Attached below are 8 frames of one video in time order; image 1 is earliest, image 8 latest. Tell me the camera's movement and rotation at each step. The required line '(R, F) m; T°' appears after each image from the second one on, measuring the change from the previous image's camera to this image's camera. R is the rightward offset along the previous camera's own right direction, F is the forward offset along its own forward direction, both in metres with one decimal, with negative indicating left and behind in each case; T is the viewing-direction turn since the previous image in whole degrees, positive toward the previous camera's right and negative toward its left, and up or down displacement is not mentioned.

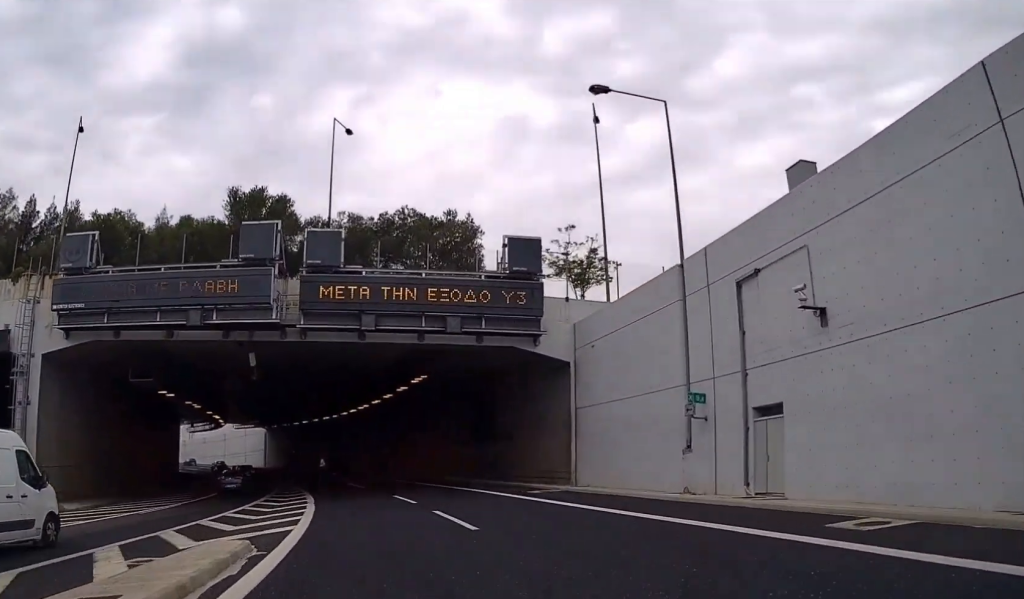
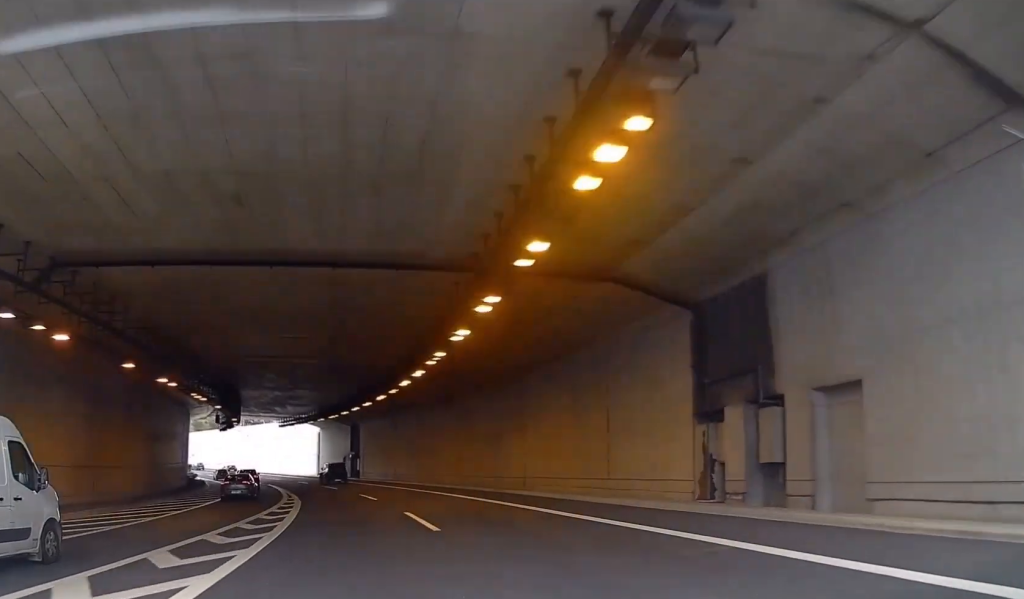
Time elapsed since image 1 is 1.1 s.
(-1.7, +27.1) m; -6°
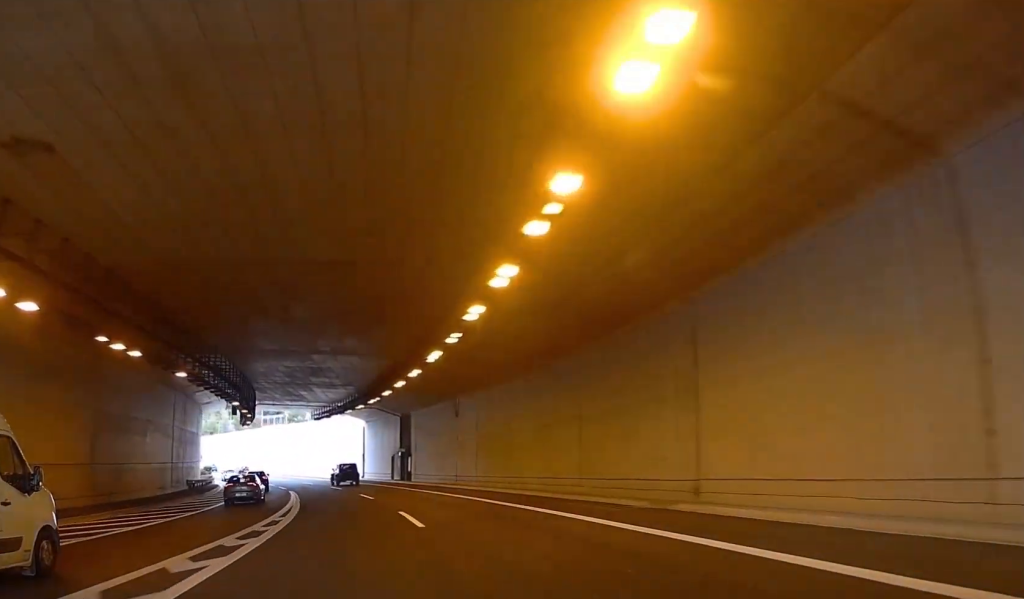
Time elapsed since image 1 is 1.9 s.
(-0.5, +17.5) m; -2°
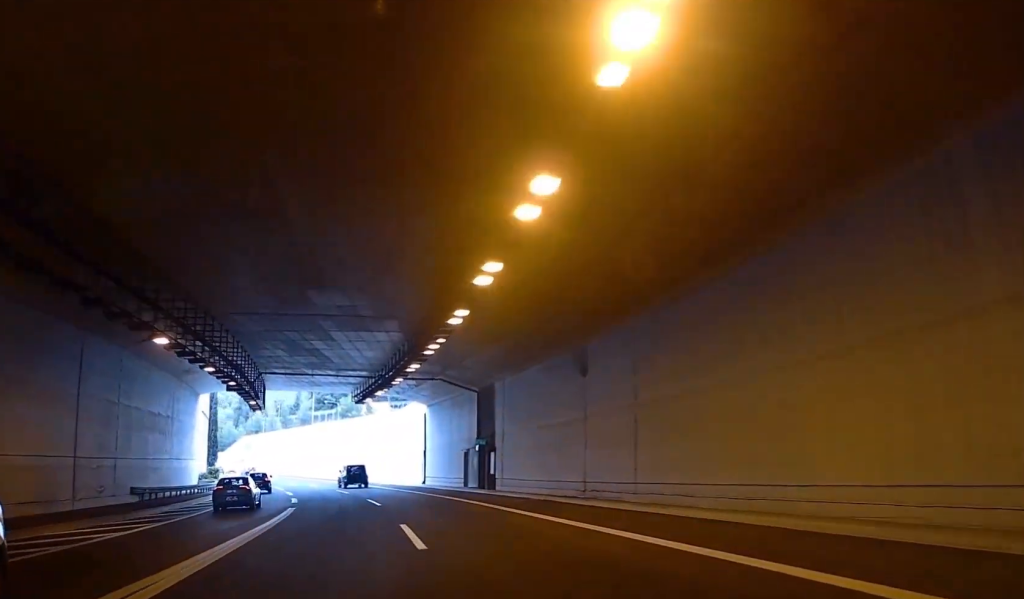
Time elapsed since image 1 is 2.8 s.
(-0.4, +22.4) m; 0°
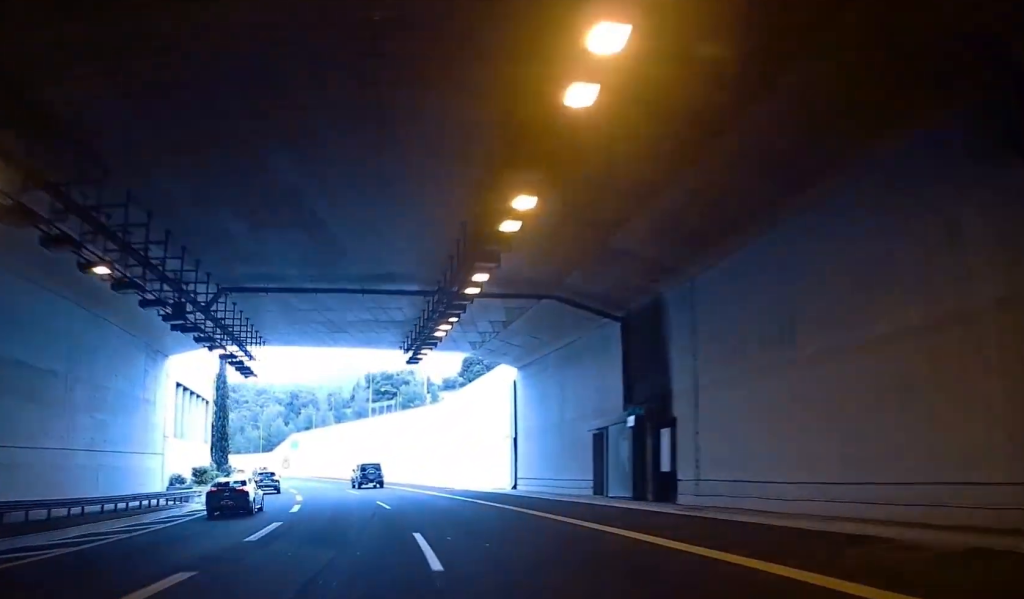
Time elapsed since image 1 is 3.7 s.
(+0.4, +20.8) m; 0°
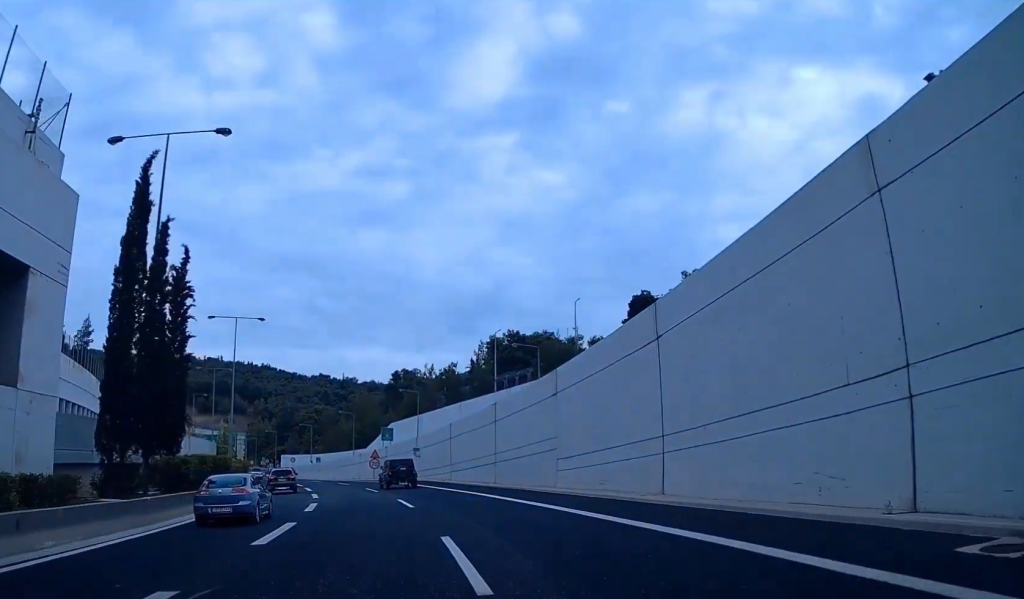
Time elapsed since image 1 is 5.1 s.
(-2.3, +35.6) m; -10°
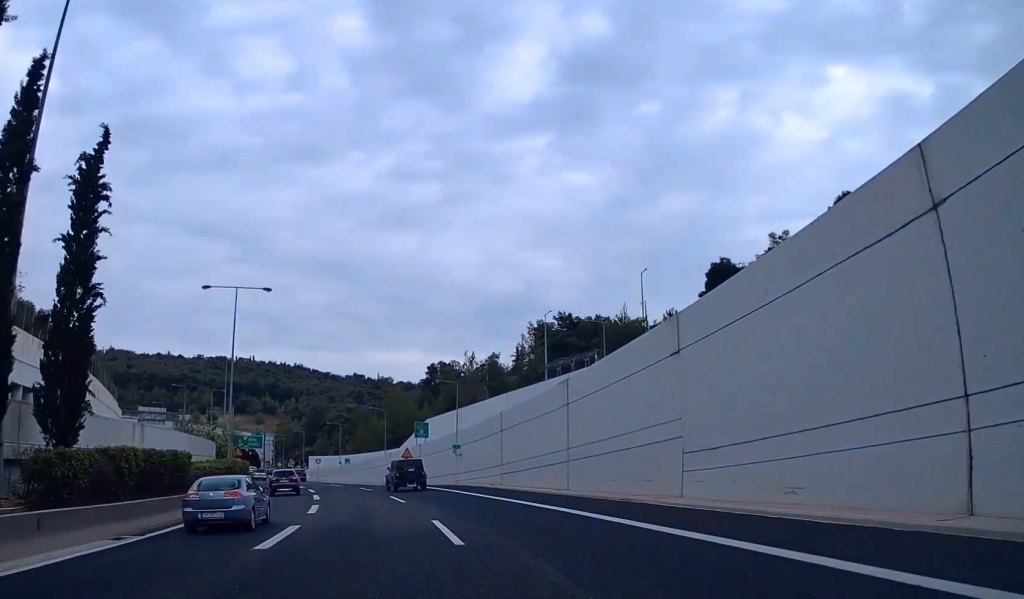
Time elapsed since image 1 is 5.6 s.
(+0.1, +12.4) m; -5°
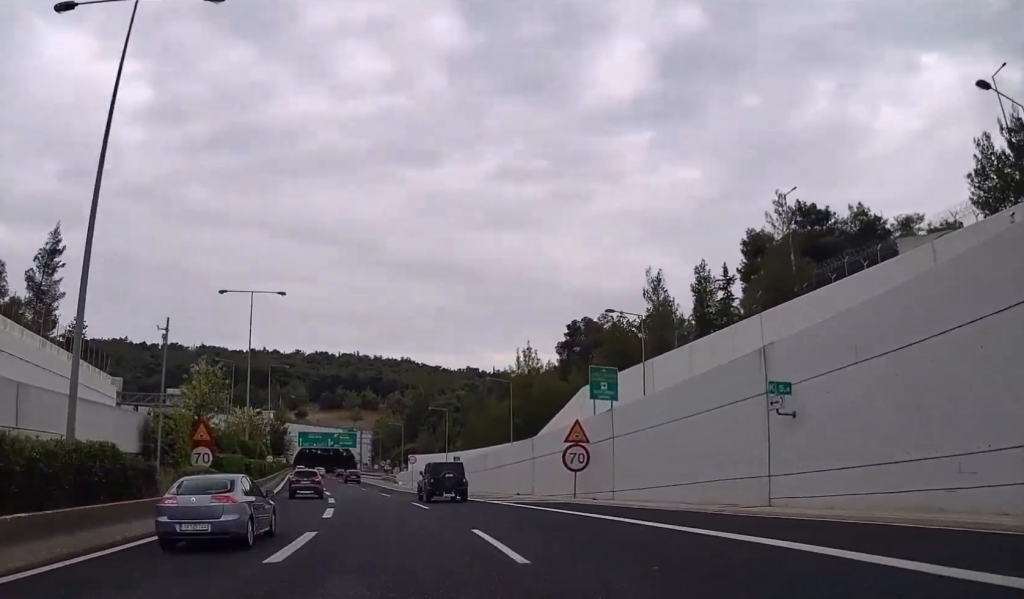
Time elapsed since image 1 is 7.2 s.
(-9.1, +37.9) m; -24°
